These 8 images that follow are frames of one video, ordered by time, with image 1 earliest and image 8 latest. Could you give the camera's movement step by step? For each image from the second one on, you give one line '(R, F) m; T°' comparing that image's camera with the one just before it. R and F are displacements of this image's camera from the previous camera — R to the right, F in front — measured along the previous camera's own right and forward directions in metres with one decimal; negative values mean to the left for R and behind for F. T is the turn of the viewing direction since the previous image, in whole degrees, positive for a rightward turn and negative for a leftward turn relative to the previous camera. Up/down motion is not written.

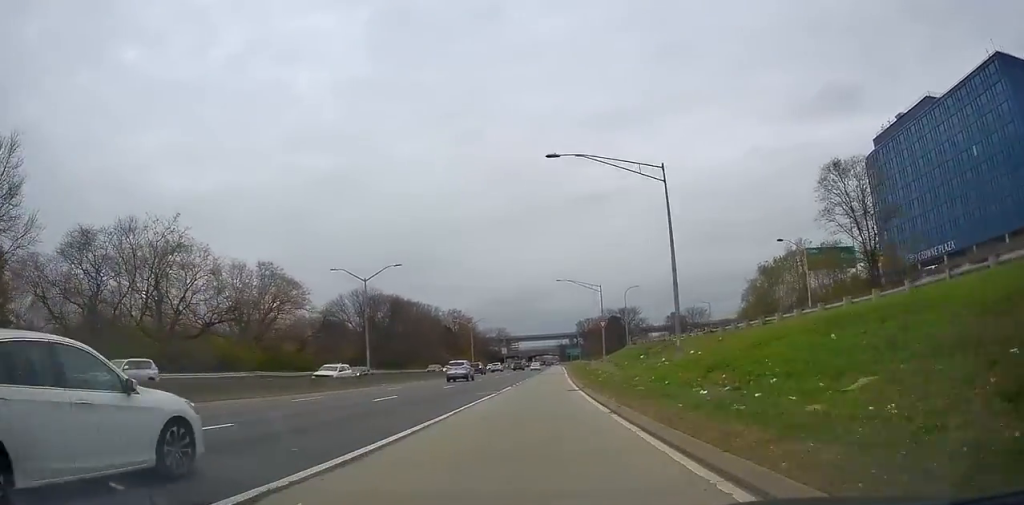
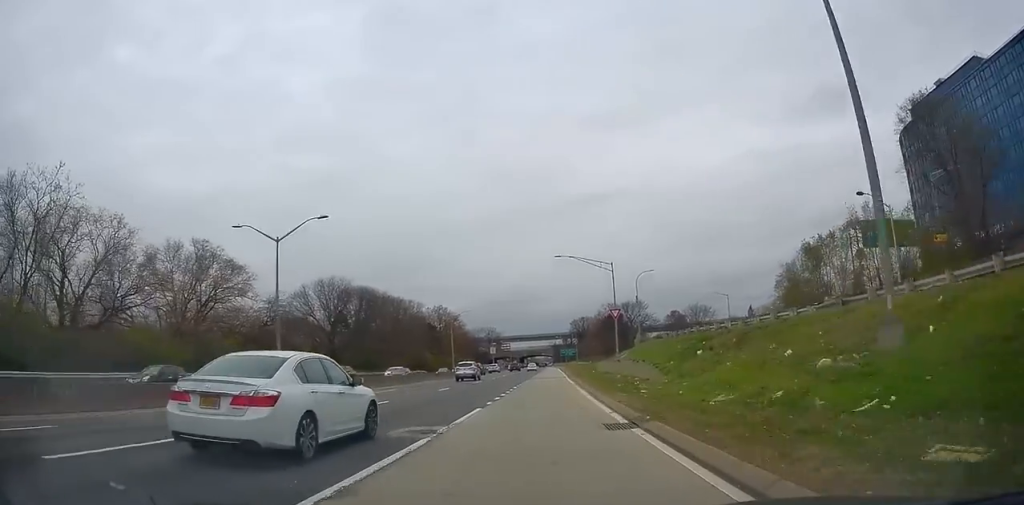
(+0.2, +15.8) m; +2°
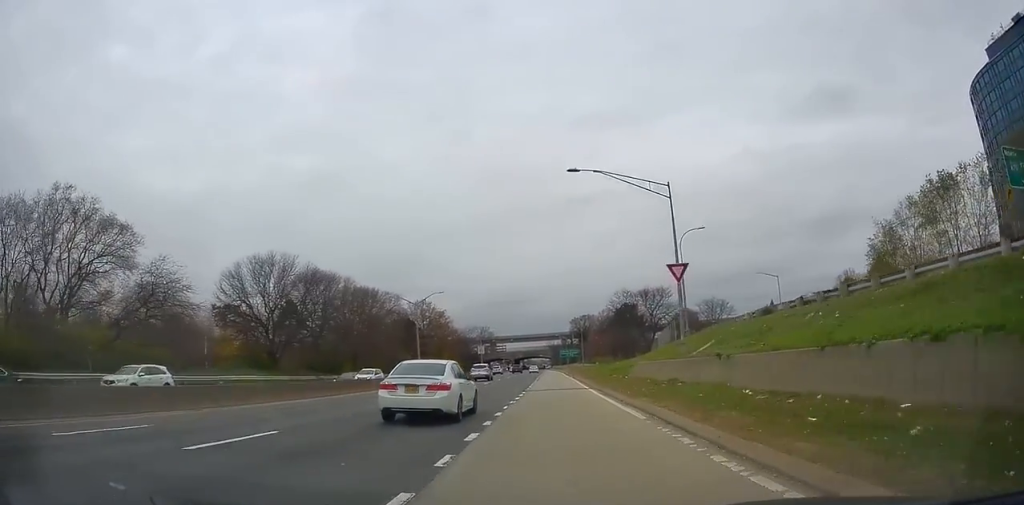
(+0.5, +23.3) m; +1°
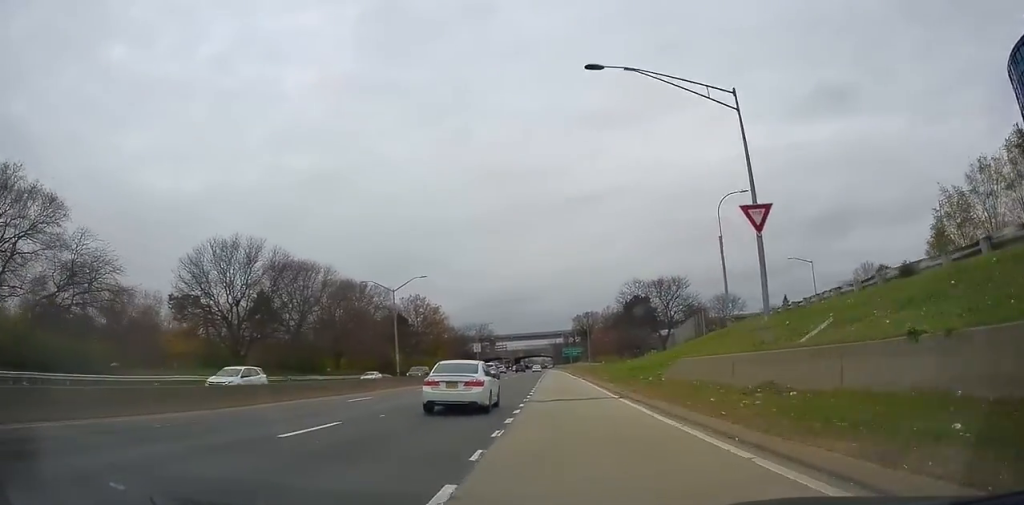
(0.0, +10.3) m; 0°
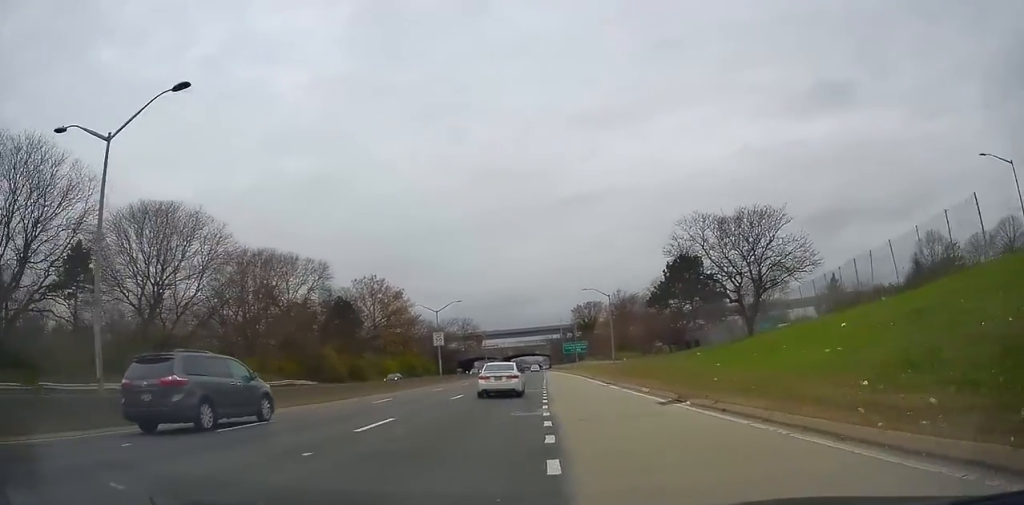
(0.0, +35.6) m; 0°
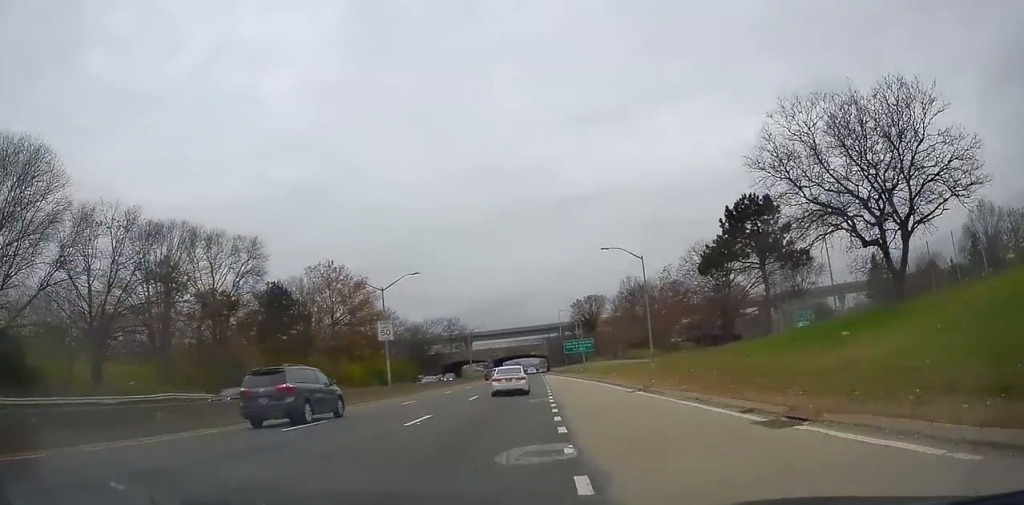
(0.0, +22.3) m; +1°
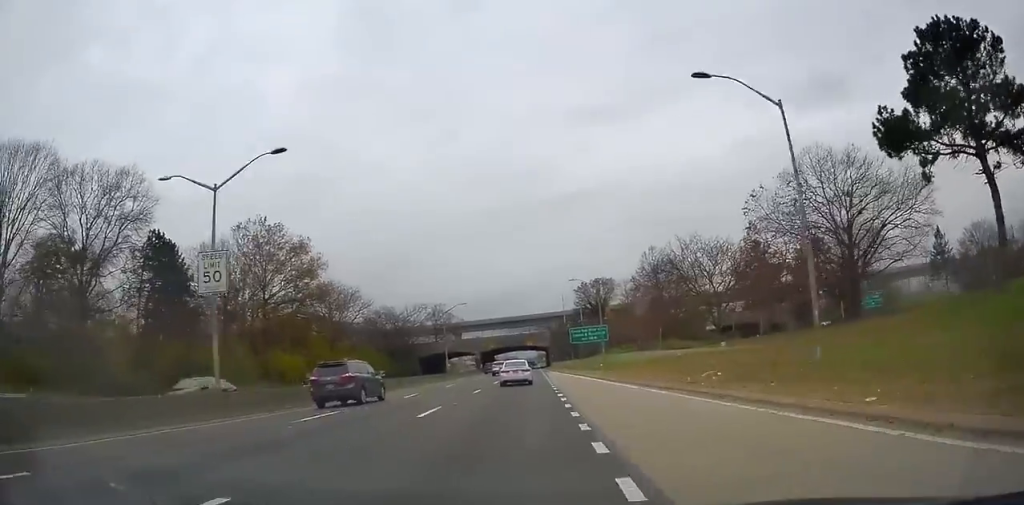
(+0.3, +24.9) m; +1°
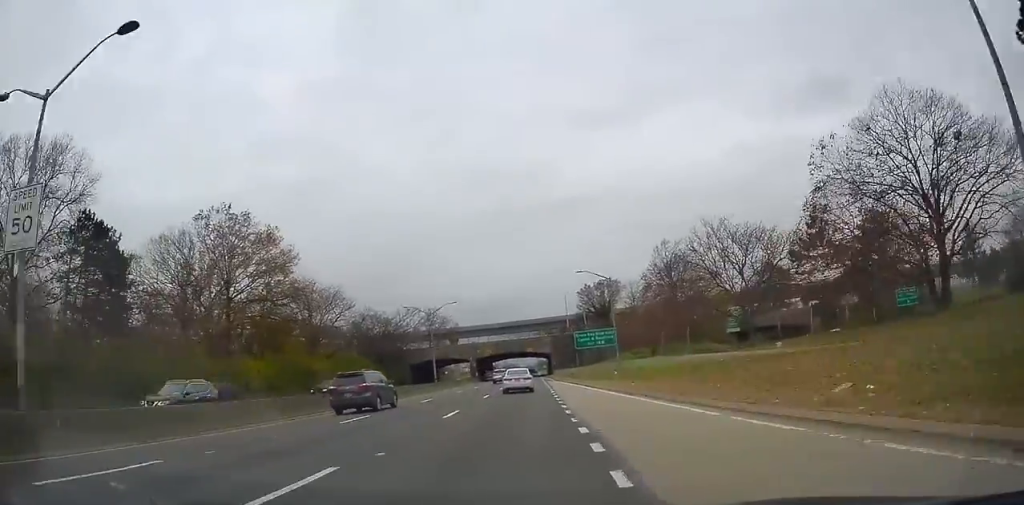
(+0.2, +9.4) m; 0°
